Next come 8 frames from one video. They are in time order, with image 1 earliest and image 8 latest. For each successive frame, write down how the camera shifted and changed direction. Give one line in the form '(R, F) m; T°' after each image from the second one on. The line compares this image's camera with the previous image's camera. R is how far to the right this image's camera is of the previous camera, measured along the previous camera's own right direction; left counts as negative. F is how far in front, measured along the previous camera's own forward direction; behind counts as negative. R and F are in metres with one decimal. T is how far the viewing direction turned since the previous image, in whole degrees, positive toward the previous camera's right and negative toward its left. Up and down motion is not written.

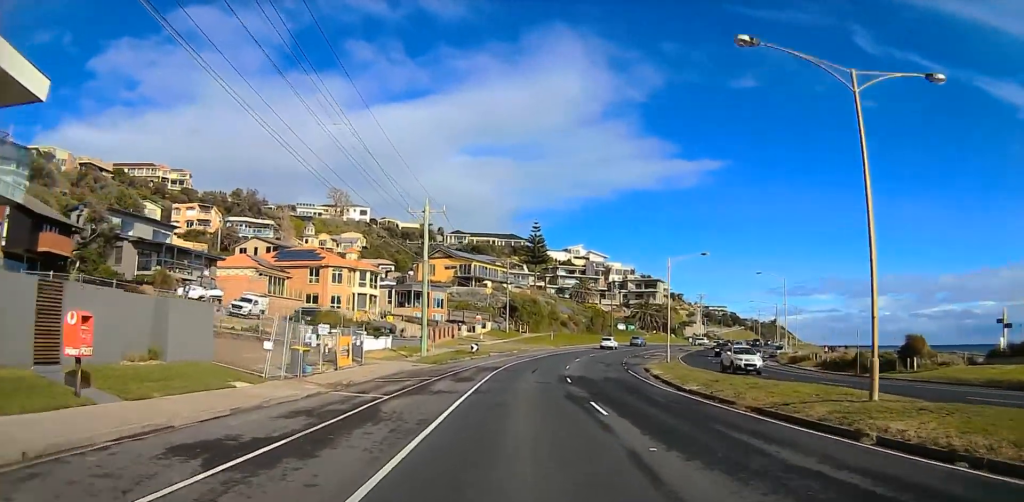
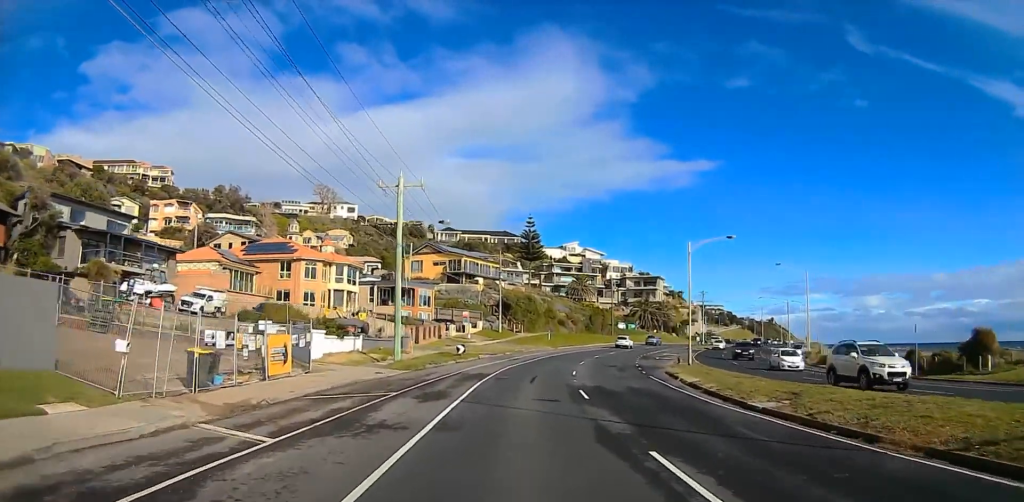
(0.0, +7.9) m; 0°
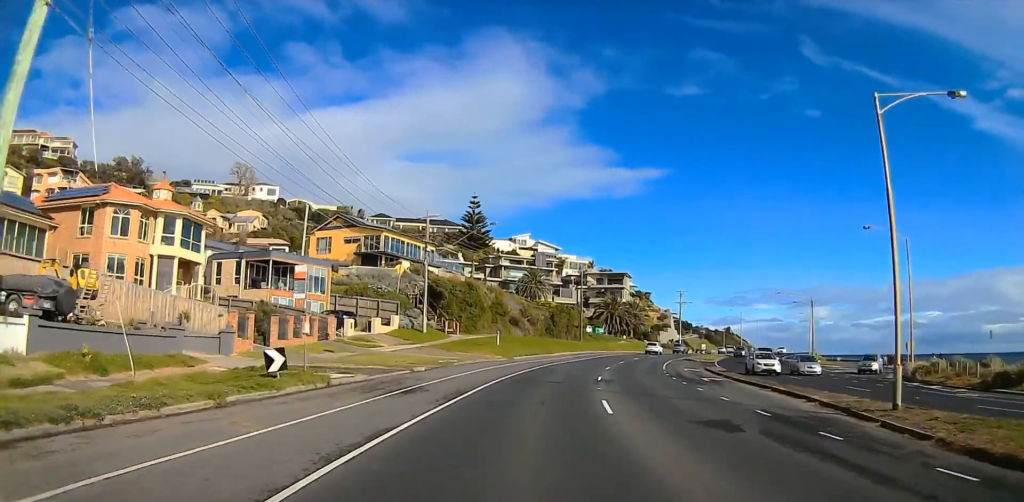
(+0.5, +28.0) m; +4°
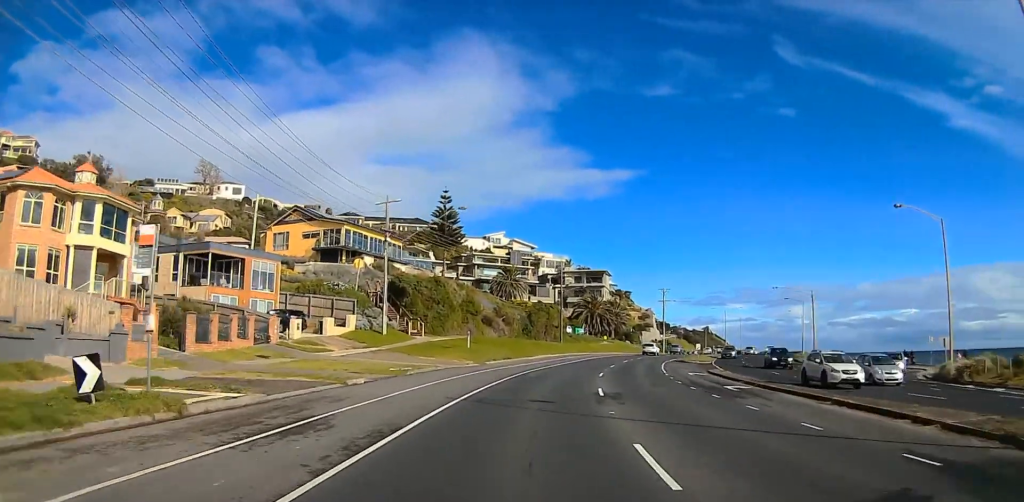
(+0.1, +7.5) m; +1°
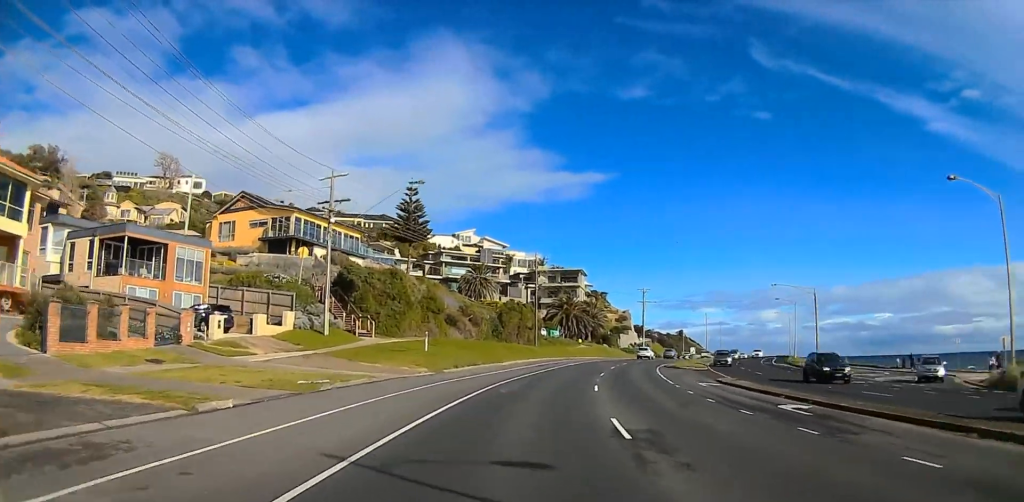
(+0.1, +9.3) m; +2°
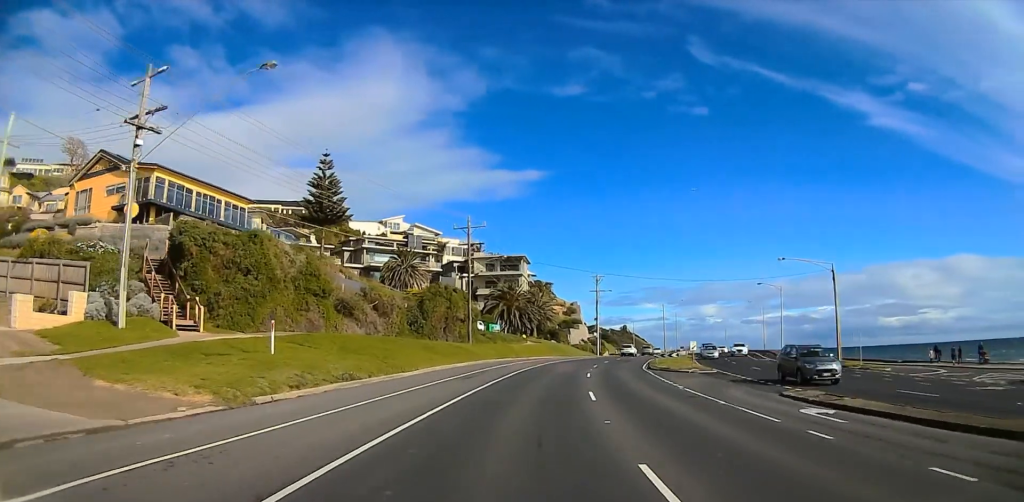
(+0.8, +20.7) m; +6°
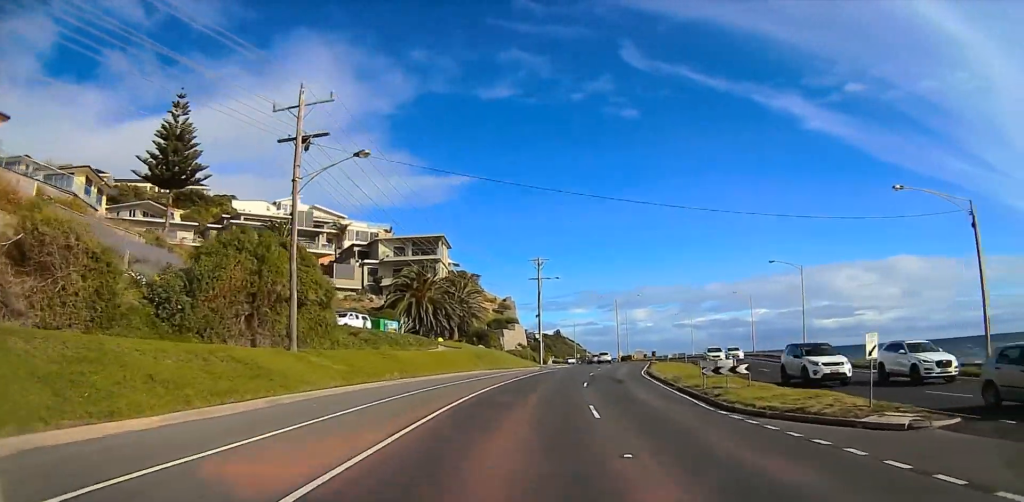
(+2.7, +29.7) m; +8°
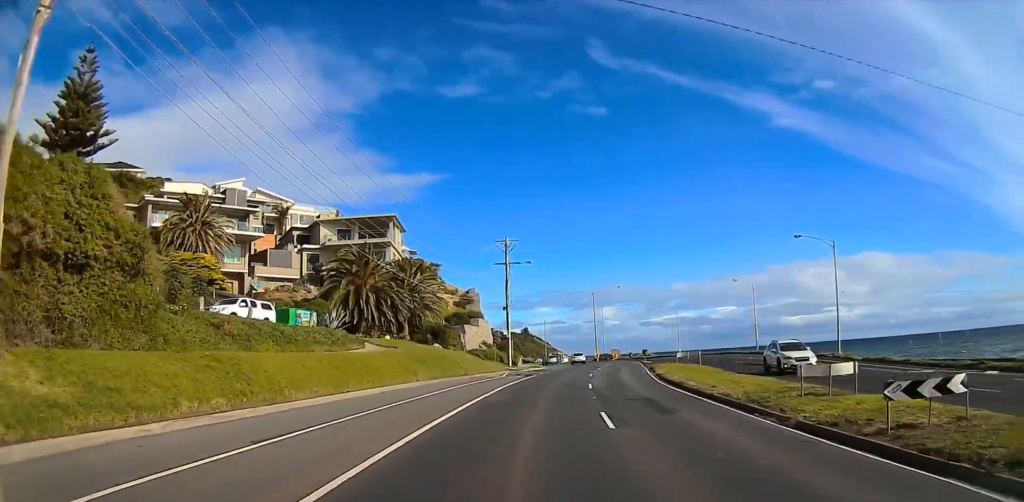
(0.0, +13.9) m; +3°
